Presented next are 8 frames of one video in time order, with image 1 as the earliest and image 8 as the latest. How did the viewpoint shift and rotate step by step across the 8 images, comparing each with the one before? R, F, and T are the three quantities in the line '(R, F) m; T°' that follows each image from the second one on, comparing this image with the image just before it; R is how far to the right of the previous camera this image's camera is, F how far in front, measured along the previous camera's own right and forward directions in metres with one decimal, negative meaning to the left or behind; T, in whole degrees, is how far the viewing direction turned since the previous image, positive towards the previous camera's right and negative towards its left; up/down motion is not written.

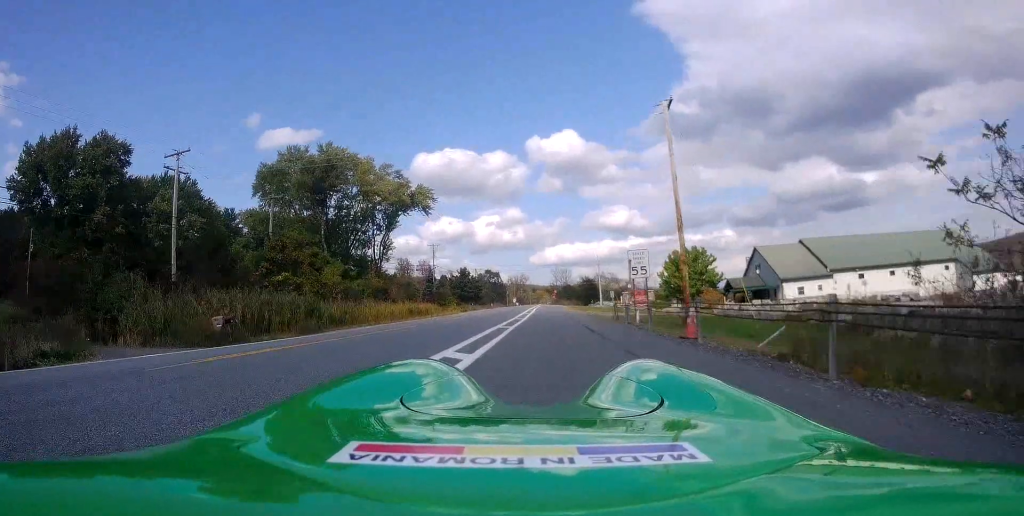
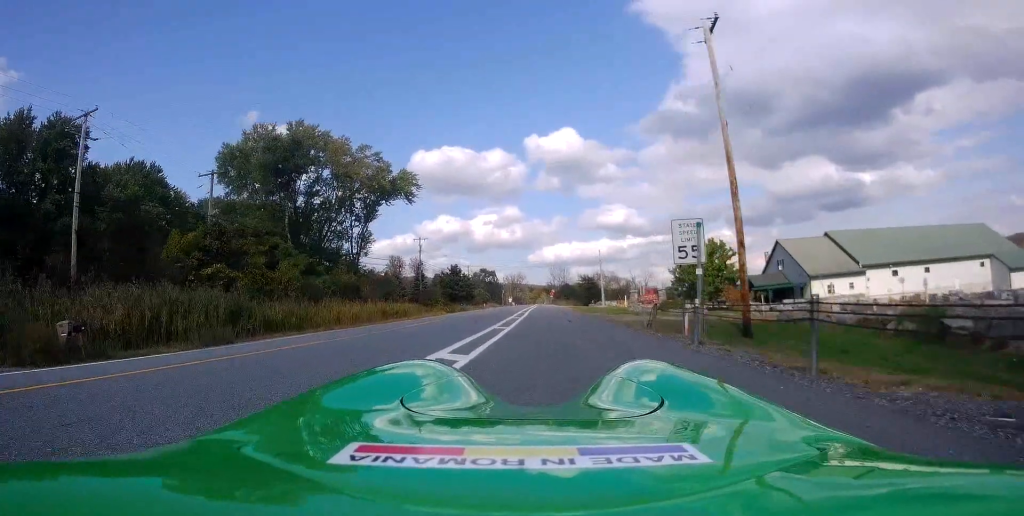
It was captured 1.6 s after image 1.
(0.0, +9.6) m; 0°
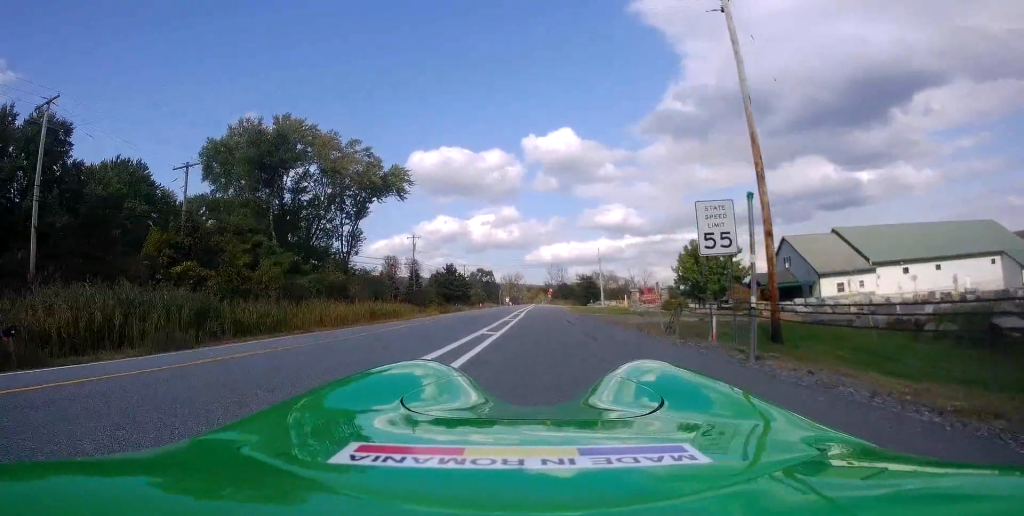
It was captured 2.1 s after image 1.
(0.0, +3.1) m; 0°
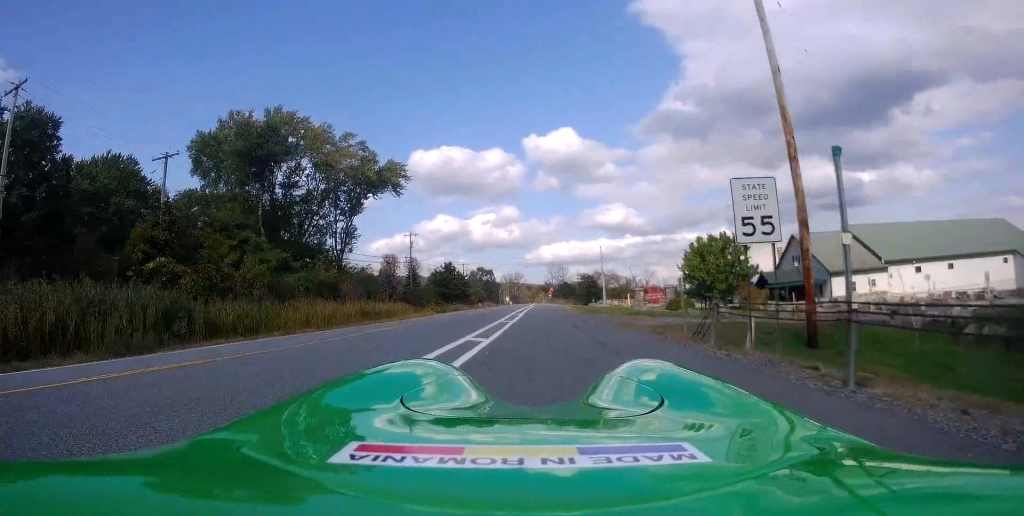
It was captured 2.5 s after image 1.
(0.0, +2.5) m; 0°
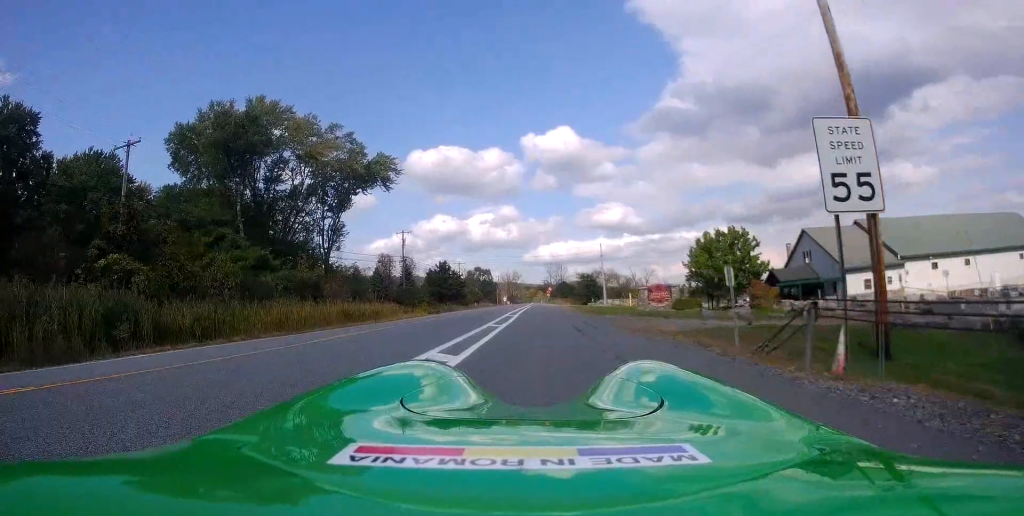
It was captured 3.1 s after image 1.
(0.0, +3.8) m; 0°
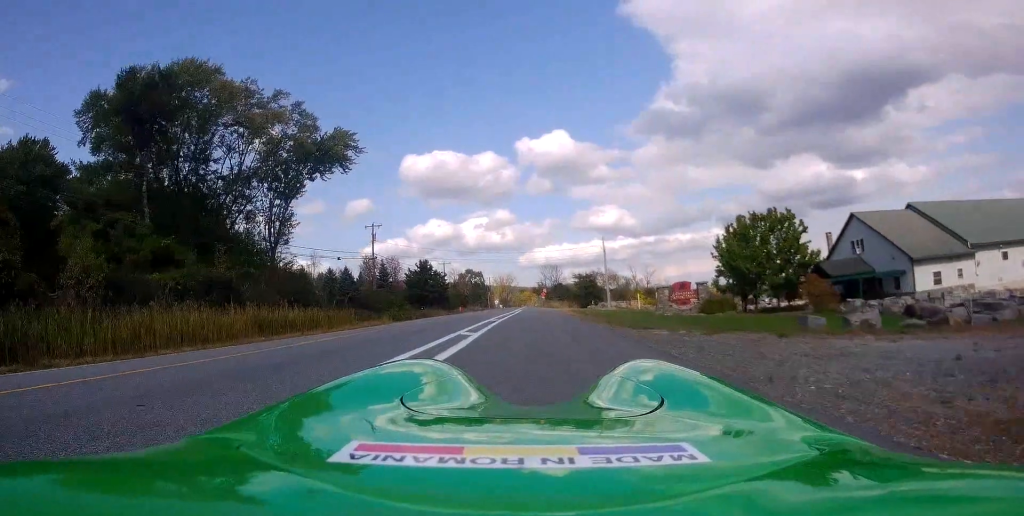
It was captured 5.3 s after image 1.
(0.0, +12.5) m; +1°
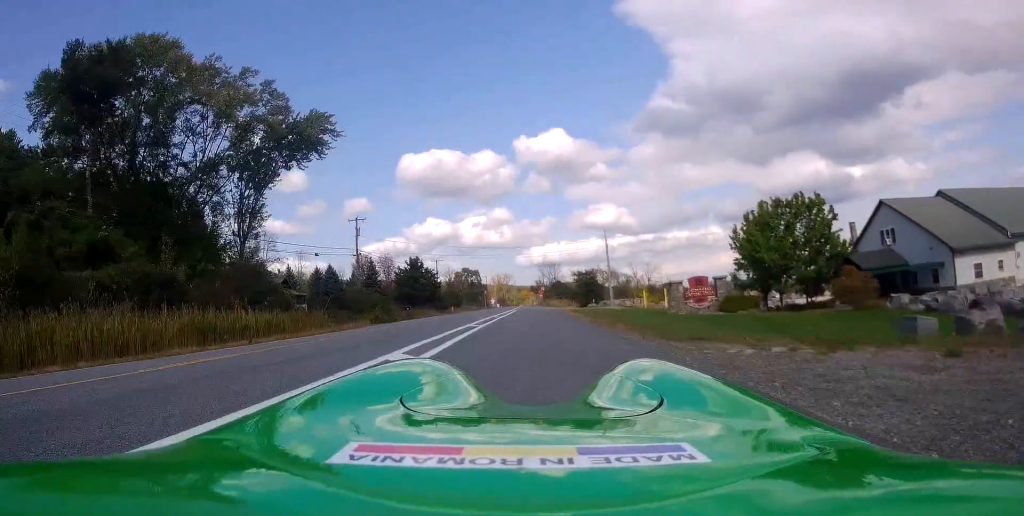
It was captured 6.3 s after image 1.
(+0.1, +5.6) m; +3°
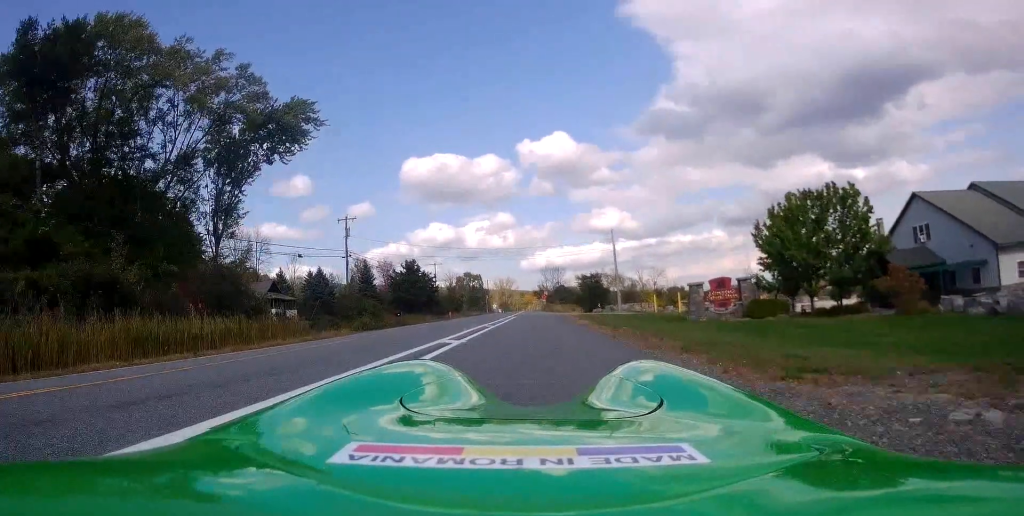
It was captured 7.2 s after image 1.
(+0.3, +4.7) m; 0°
